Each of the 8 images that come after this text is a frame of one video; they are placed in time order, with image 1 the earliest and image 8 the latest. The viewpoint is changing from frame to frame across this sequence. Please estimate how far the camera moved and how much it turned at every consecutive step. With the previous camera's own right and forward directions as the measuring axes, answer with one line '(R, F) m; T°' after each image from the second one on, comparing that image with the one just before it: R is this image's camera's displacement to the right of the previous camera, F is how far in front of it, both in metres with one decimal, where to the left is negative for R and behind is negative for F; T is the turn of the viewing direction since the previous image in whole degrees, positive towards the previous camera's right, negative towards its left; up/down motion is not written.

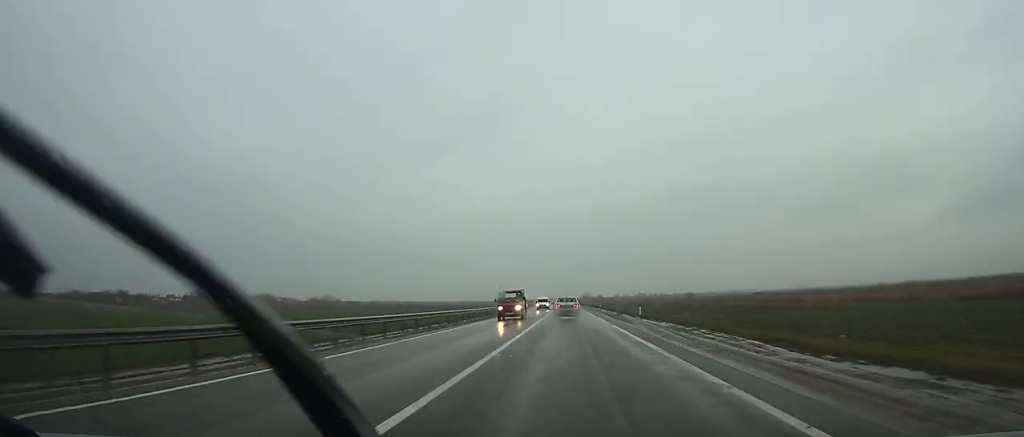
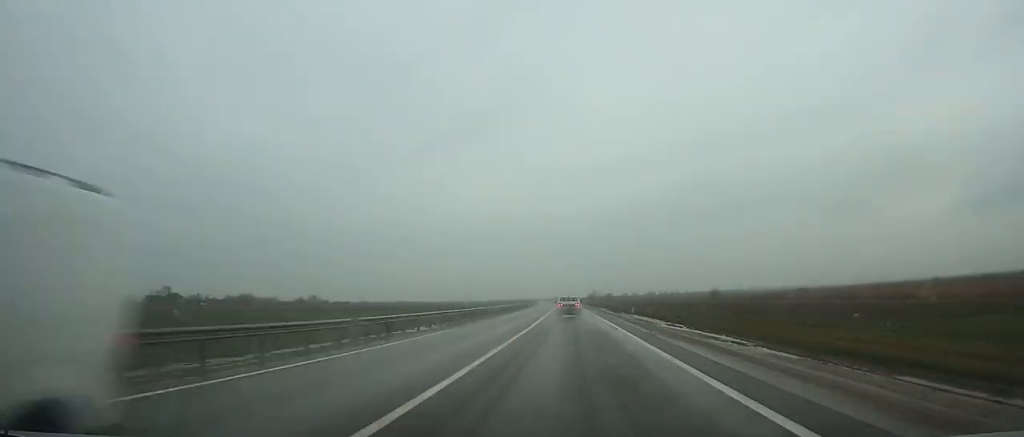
(-0.1, +45.5) m; -1°
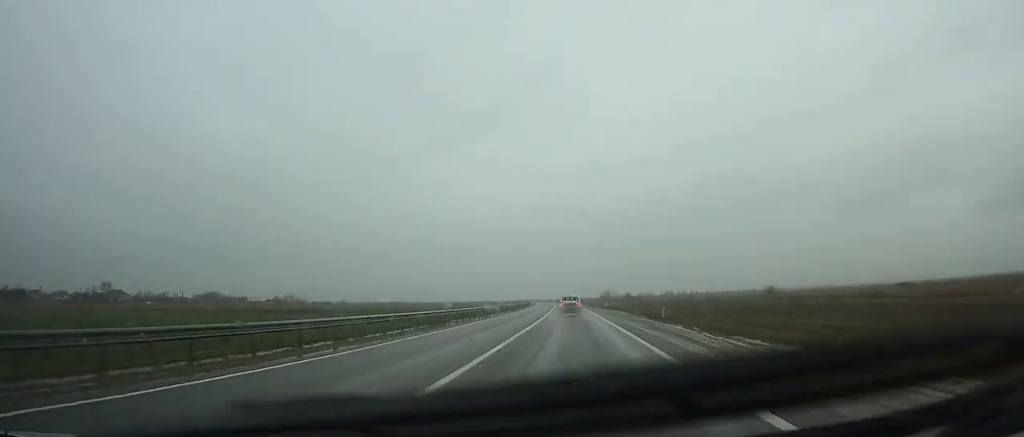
(-0.5, +66.7) m; -1°
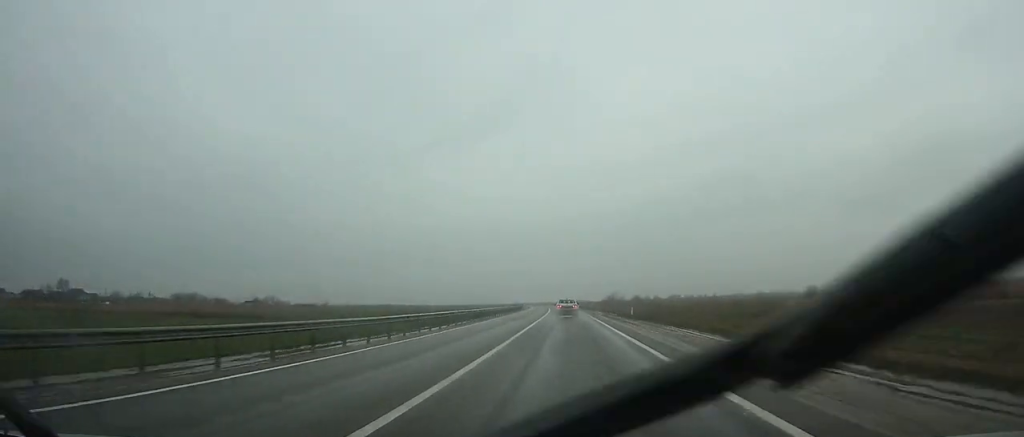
(-0.3, +34.8) m; -1°
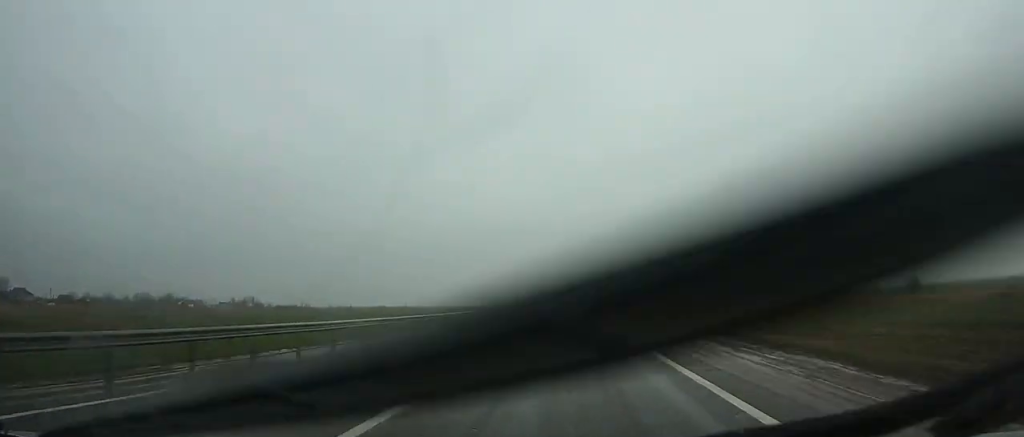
(-0.4, +49.0) m; -1°
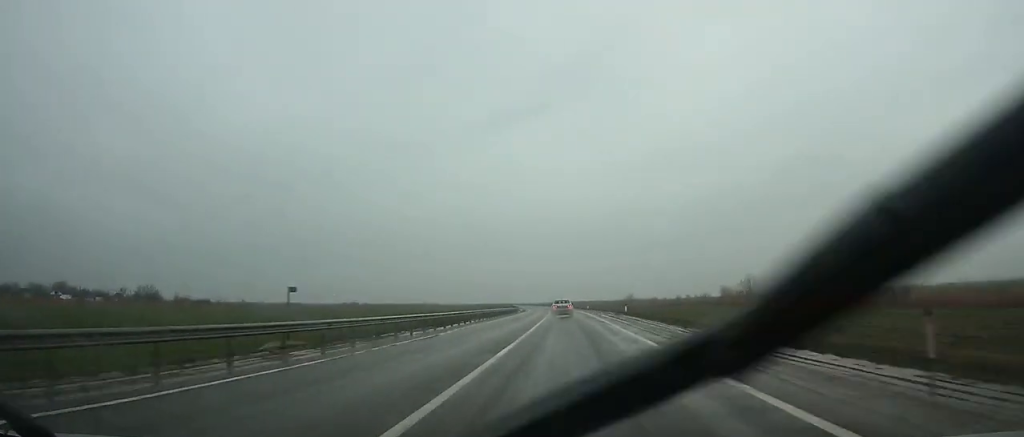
(-4.3, +143.4) m; -4°
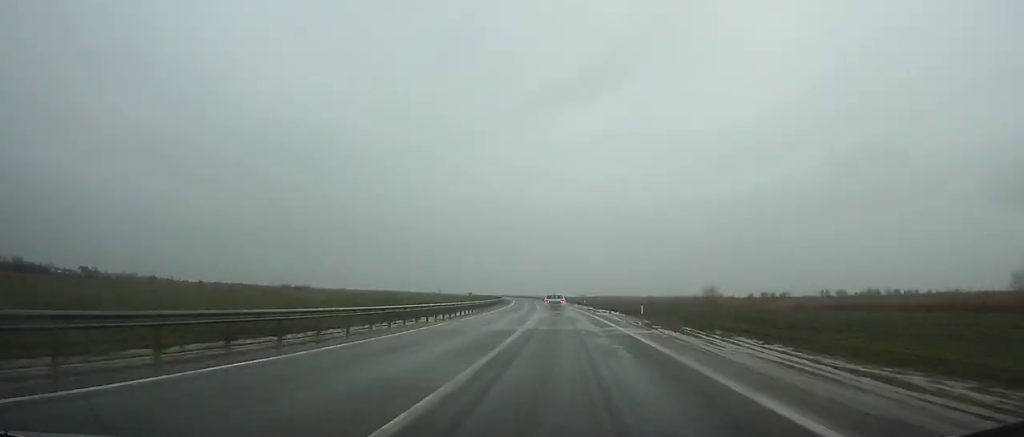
(-2.9, +115.9) m; -4°
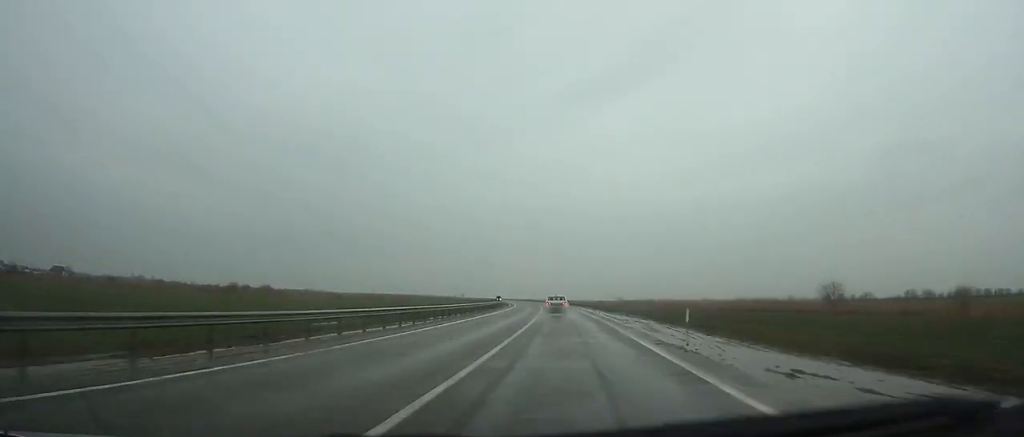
(-1.7, +63.7) m; -3°
